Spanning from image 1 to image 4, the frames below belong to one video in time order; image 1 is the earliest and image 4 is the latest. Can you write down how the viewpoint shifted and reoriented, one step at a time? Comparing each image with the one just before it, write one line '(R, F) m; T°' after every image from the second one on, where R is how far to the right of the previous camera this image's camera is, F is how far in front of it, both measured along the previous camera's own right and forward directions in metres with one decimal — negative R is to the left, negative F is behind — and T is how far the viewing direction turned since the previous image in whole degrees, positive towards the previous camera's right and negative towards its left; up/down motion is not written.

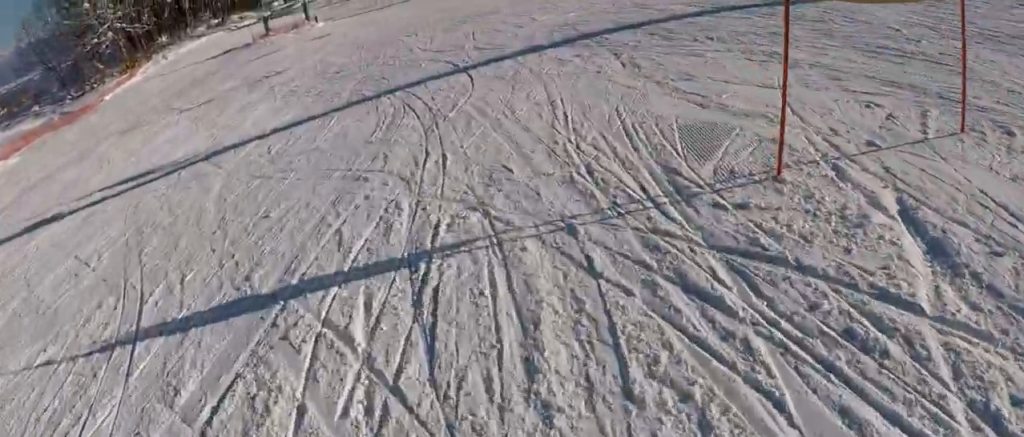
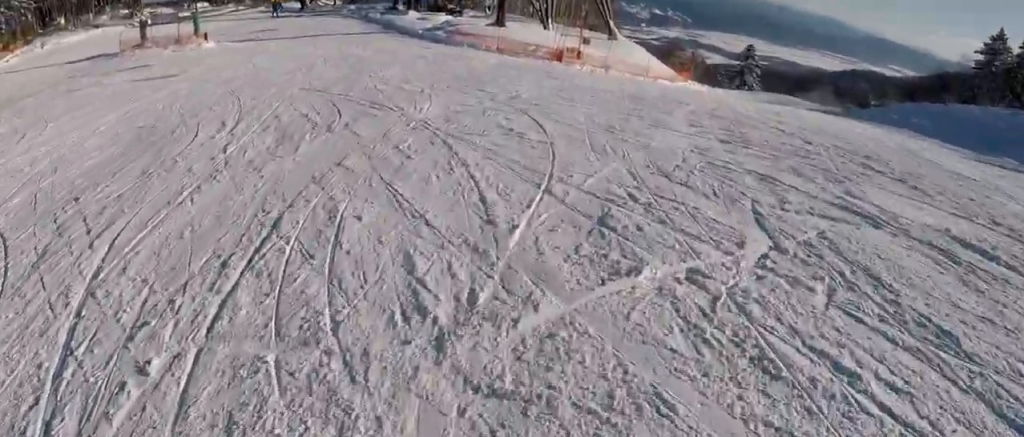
(+3.2, +11.0) m; +5°
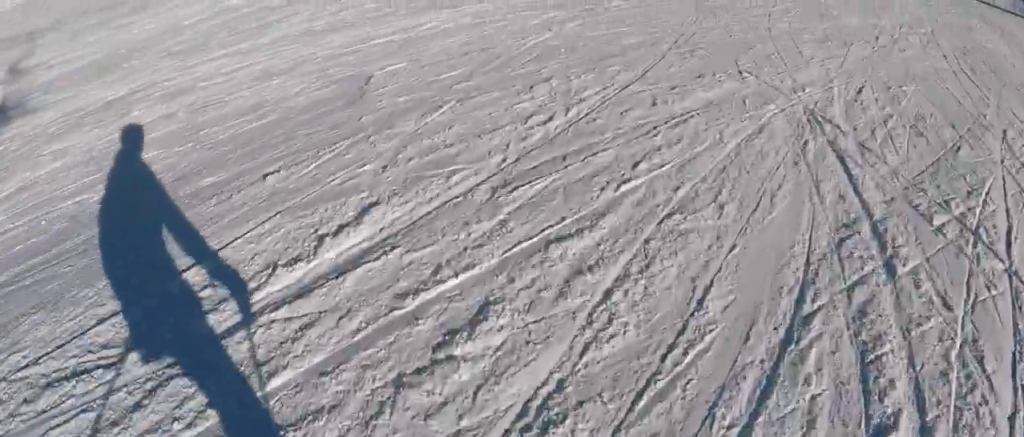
(-3.8, +9.0) m; -14°
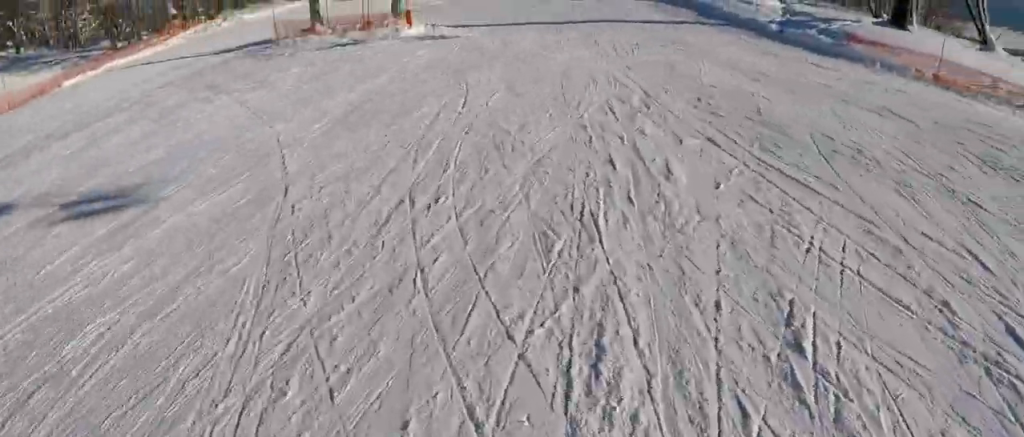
(+0.6, +5.2) m; +12°
